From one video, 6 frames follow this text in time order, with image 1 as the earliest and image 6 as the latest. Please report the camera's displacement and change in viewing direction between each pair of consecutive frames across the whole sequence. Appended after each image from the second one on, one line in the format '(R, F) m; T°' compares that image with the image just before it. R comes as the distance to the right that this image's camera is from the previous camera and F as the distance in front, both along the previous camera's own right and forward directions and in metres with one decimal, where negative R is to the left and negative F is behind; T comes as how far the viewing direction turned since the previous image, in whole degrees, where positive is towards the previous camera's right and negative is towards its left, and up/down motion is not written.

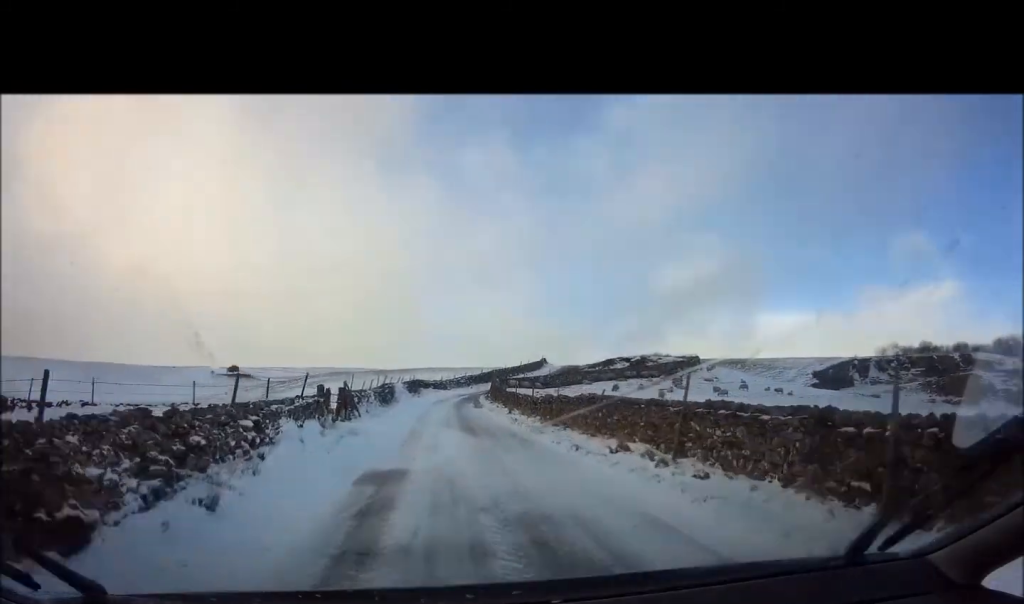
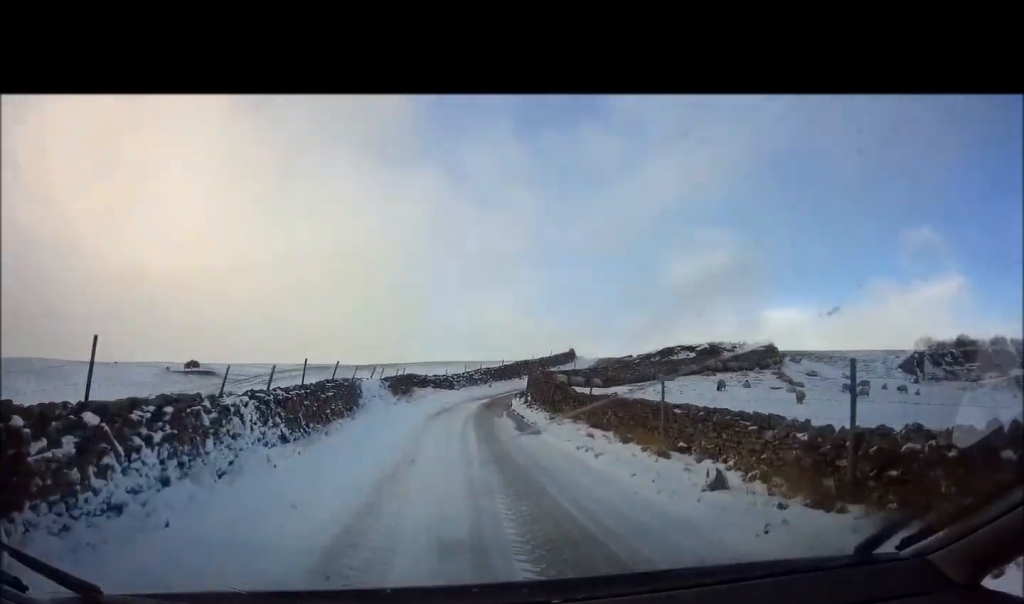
(+0.1, +18.6) m; +1°
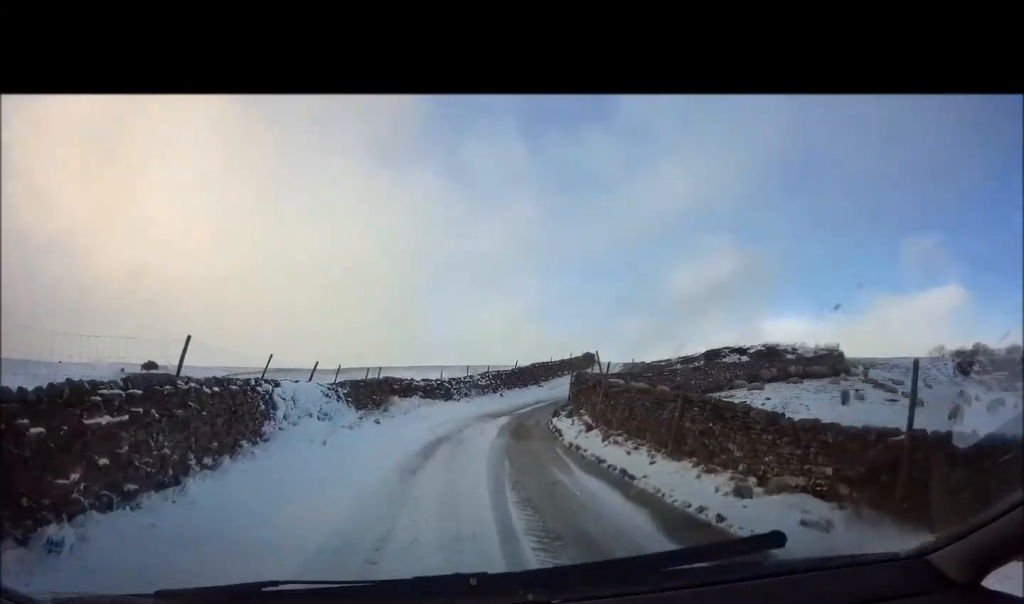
(0.0, +11.2) m; 0°
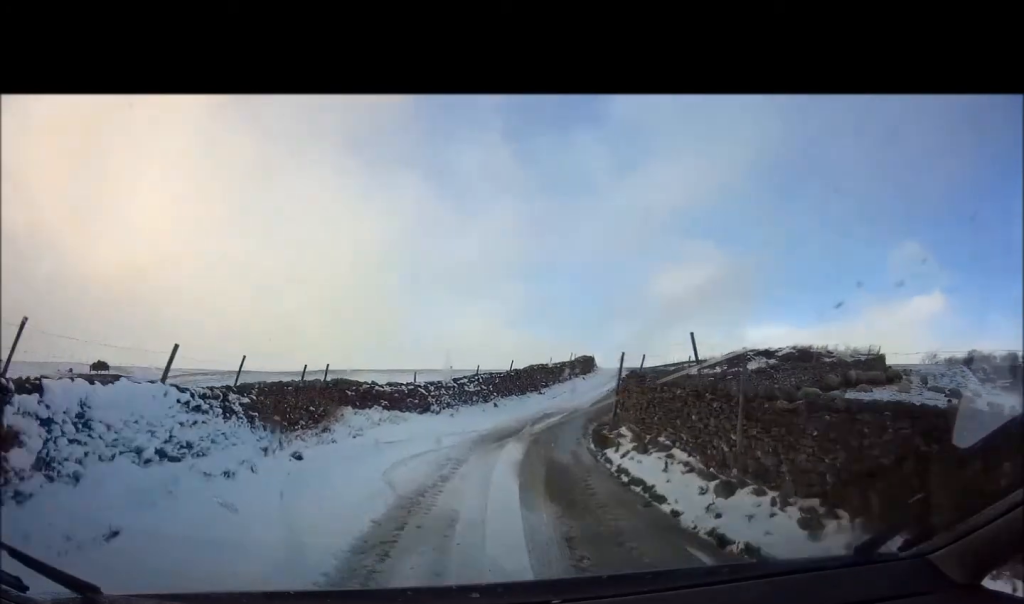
(0.0, +7.2) m; +2°
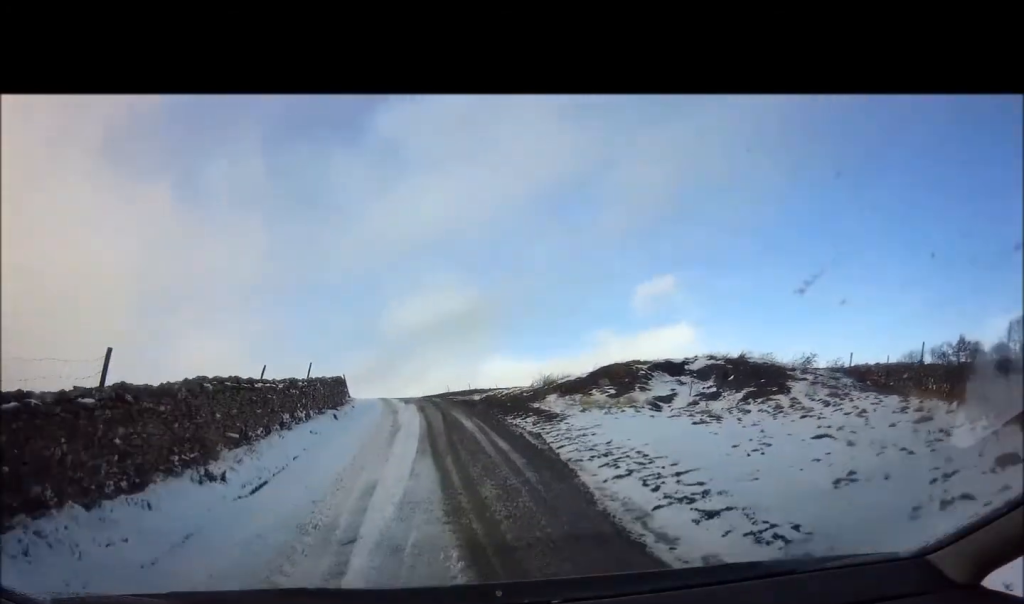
(+4.2, +20.2) m; +23°
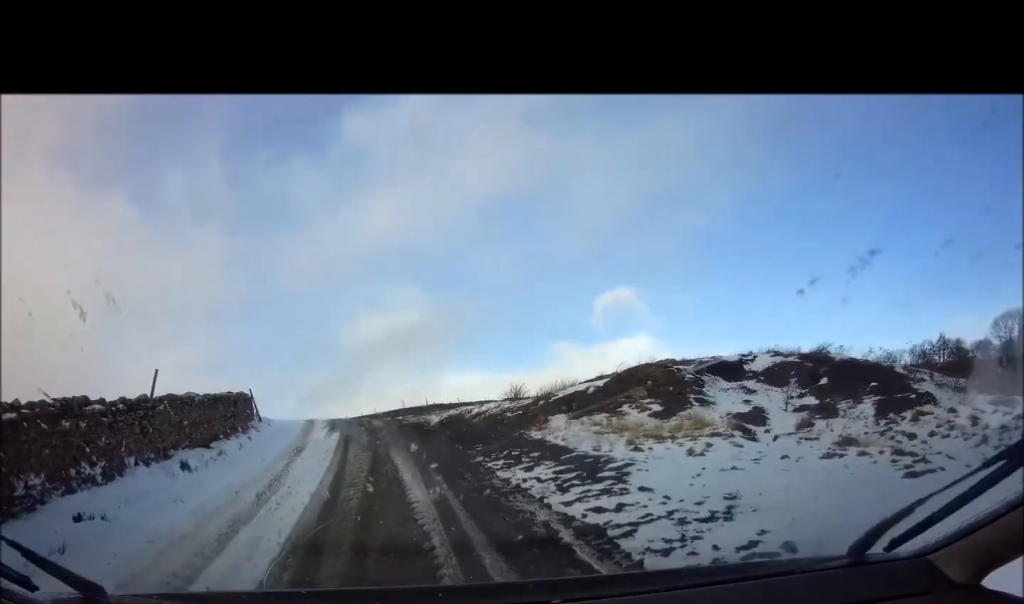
(+0.4, +8.5) m; +7°
